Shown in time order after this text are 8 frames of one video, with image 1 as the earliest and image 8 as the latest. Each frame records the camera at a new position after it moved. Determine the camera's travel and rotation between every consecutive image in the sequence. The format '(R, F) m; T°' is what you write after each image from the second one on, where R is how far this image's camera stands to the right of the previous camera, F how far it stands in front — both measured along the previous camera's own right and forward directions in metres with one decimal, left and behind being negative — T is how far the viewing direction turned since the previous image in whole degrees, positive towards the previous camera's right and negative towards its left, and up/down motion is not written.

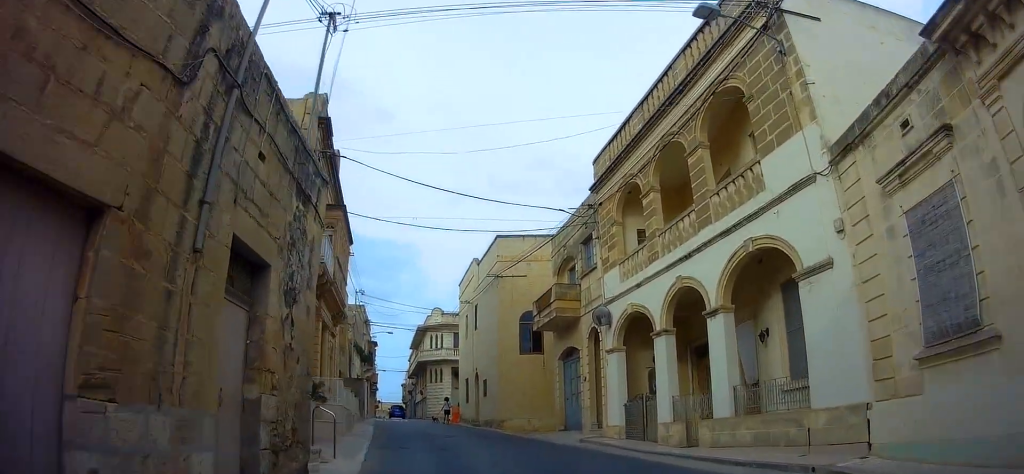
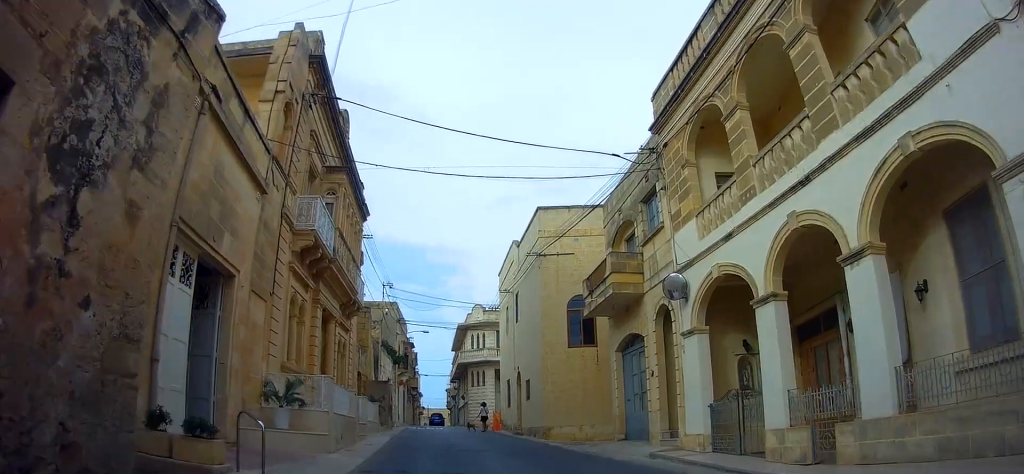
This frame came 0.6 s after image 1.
(0.0, +4.4) m; 0°
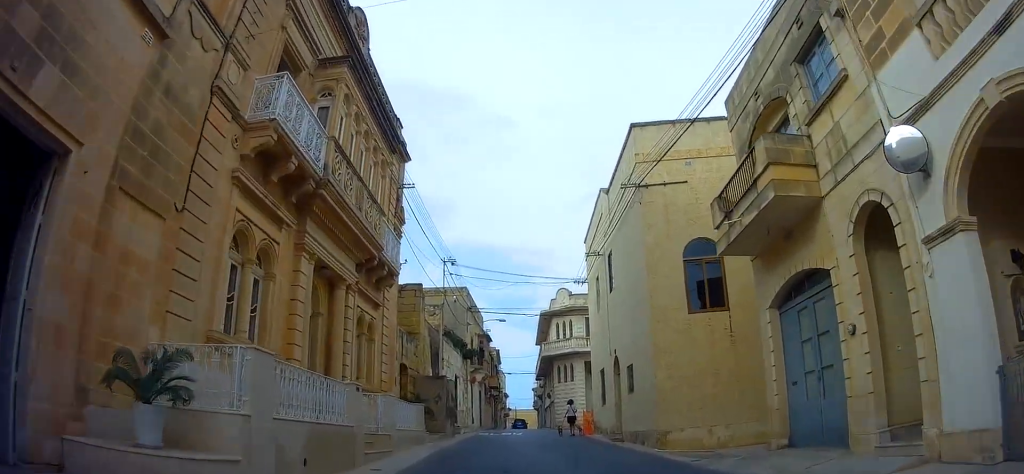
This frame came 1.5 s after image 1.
(0.0, +6.2) m; -8°
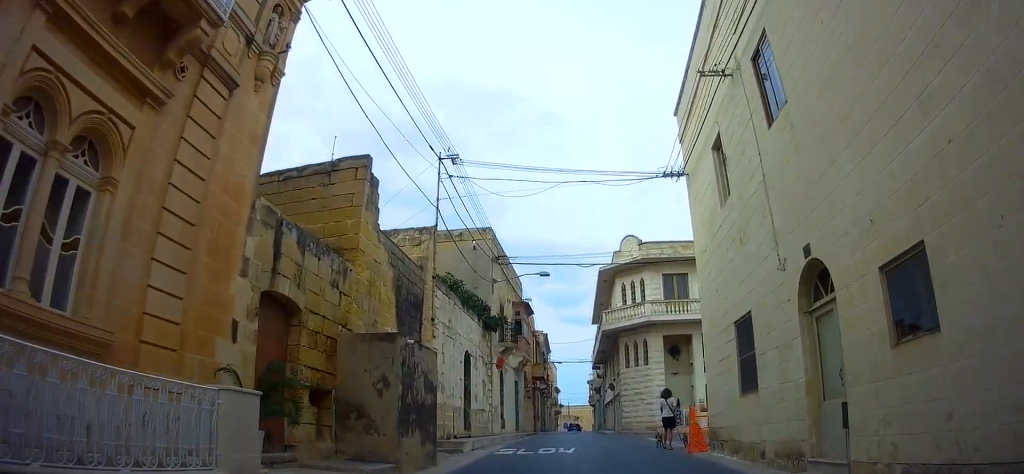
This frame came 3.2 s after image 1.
(-1.7, +11.6) m; -10°
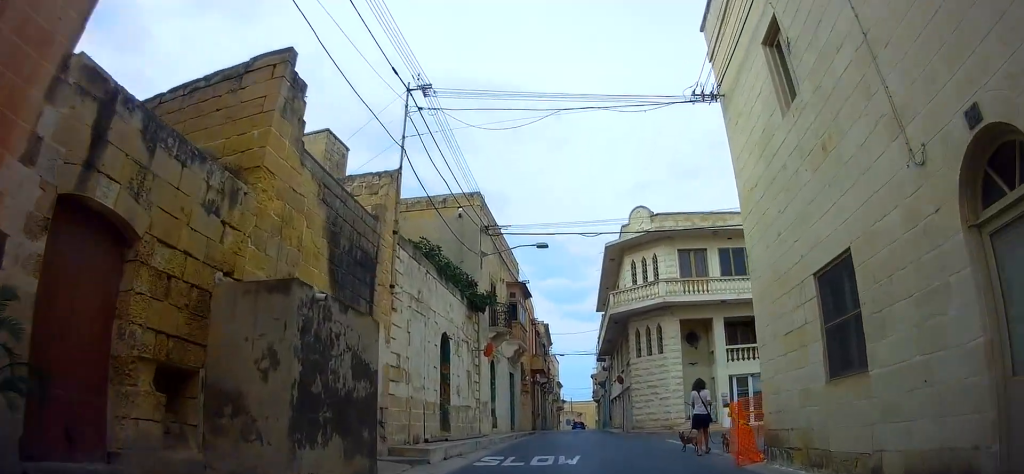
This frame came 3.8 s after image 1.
(+0.4, +4.0) m; -1°
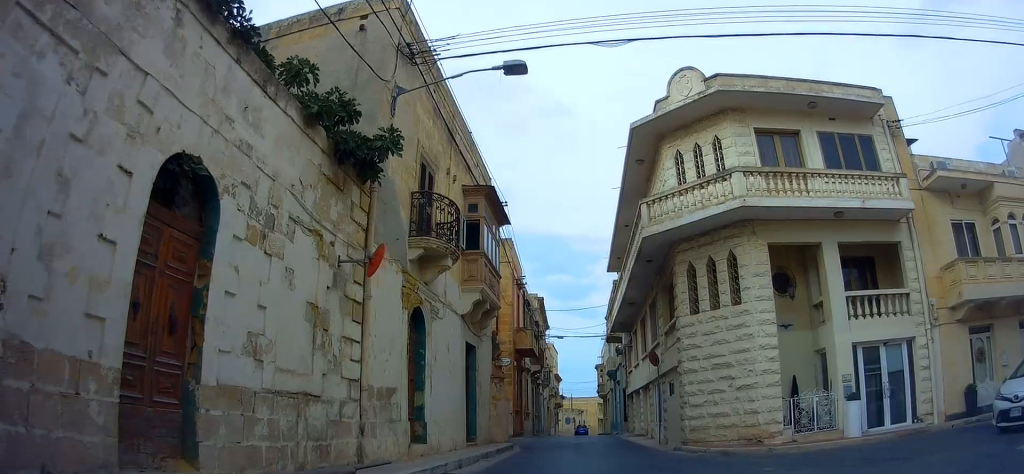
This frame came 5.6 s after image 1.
(-1.3, +12.0) m; 0°
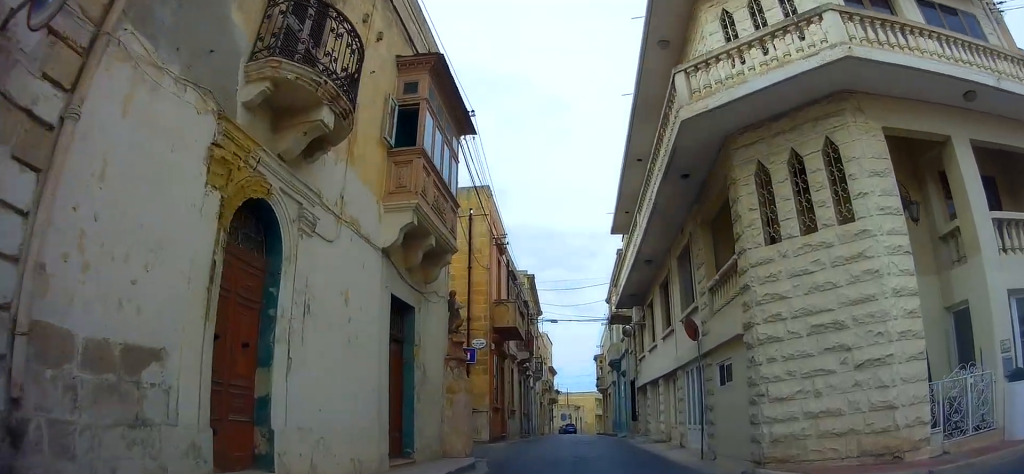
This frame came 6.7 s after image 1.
(+0.5, +6.3) m; 0°
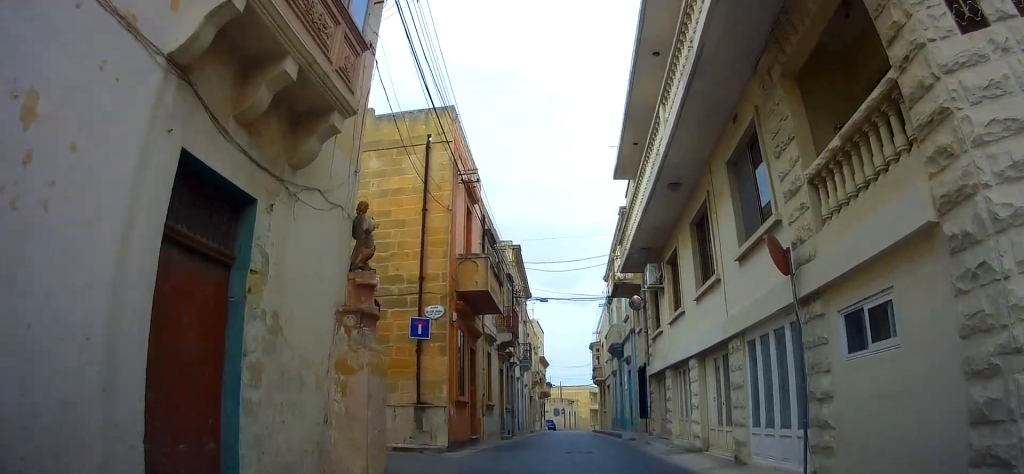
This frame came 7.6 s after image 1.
(-0.5, +5.2) m; 0°
